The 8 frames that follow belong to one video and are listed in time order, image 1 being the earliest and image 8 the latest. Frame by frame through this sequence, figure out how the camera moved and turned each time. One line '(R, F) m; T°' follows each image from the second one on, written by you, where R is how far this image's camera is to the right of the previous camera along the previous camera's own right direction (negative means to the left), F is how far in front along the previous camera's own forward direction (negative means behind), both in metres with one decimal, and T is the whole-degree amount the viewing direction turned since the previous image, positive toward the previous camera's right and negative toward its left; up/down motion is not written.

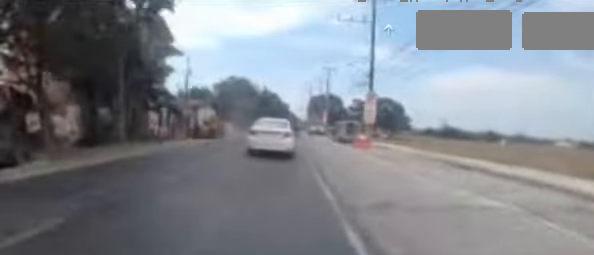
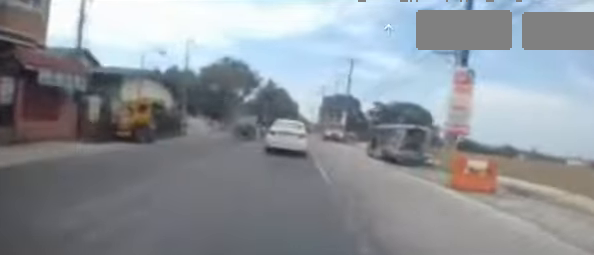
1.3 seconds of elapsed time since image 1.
(+0.3, +13.0) m; +1°
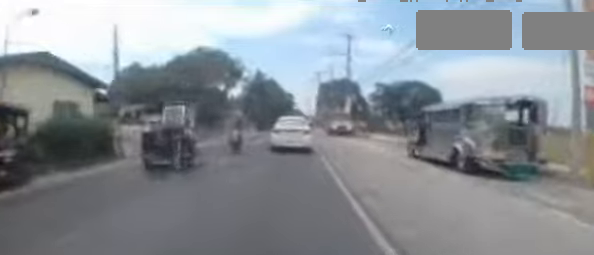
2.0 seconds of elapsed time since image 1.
(0.0, +6.8) m; -1°
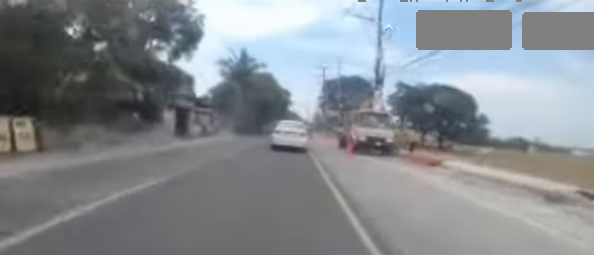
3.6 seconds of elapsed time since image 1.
(-0.3, +14.6) m; +2°
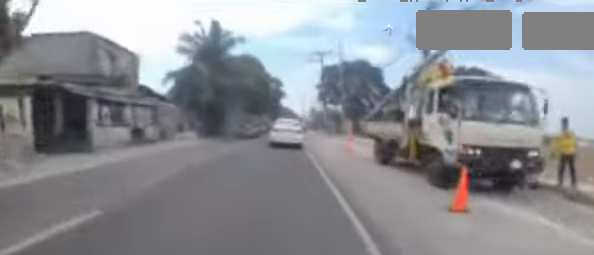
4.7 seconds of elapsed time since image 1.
(+0.4, +10.6) m; 0°
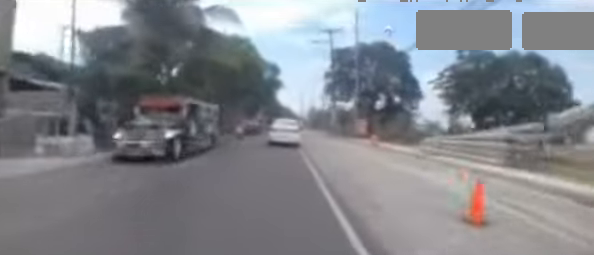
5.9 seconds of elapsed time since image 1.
(-0.4, +11.1) m; -1°
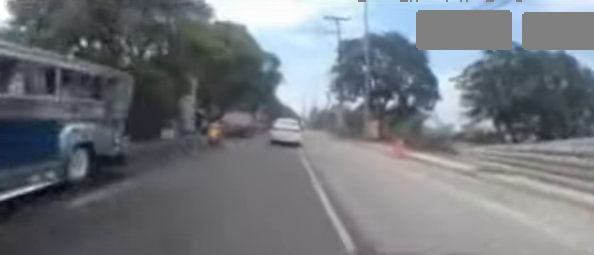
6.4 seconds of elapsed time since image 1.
(+0.1, +4.8) m; 0°
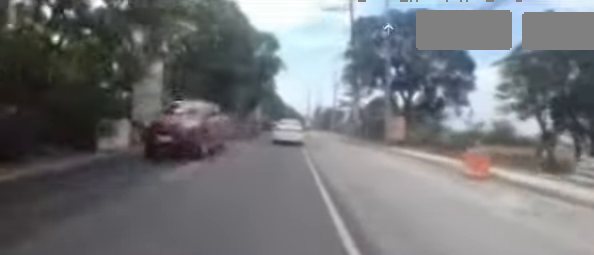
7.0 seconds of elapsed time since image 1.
(0.0, +6.4) m; -1°
